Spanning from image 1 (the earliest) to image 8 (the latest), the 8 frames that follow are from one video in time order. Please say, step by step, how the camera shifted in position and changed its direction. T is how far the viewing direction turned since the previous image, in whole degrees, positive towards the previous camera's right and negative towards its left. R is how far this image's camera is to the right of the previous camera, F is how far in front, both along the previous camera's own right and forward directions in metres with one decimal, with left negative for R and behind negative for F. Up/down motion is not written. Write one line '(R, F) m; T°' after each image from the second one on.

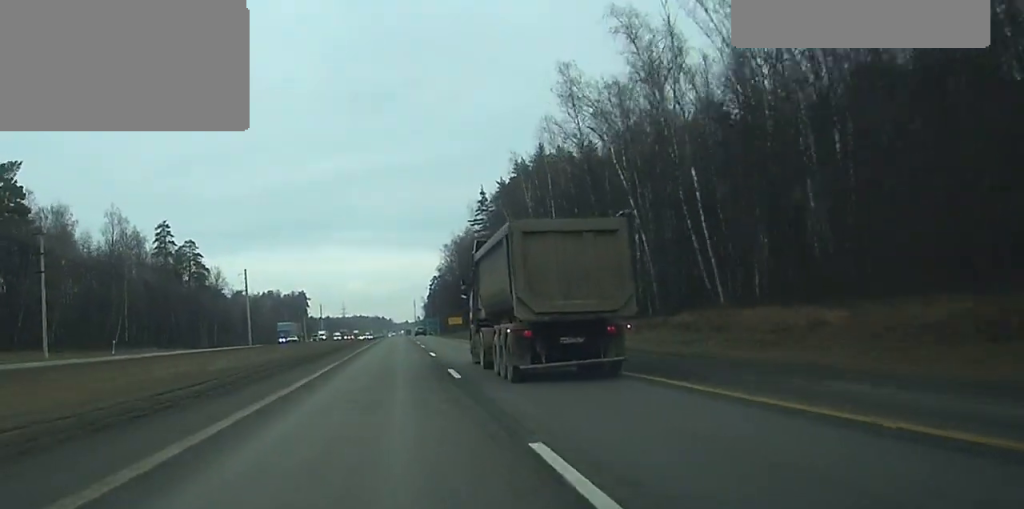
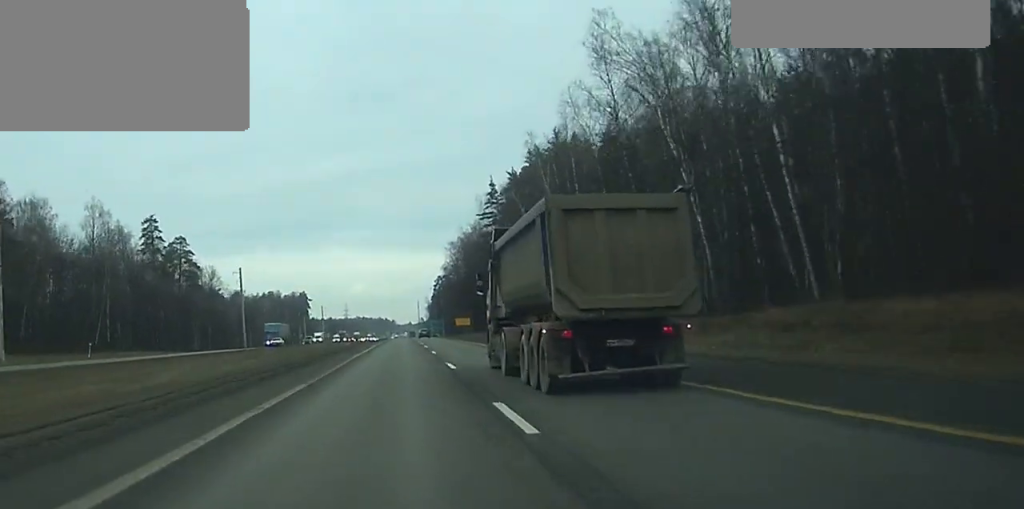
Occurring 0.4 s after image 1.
(0.0, +11.2) m; 0°
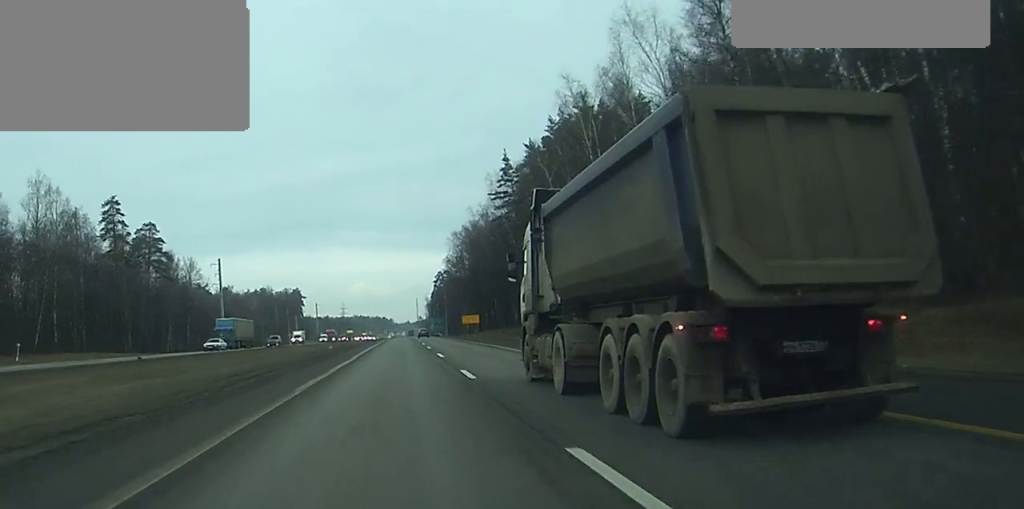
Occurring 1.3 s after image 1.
(0.0, +21.6) m; 0°
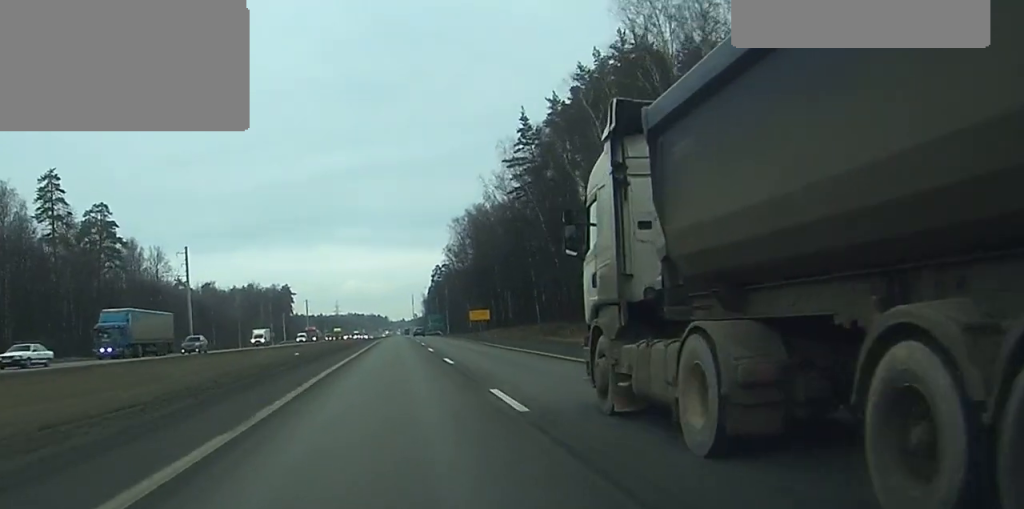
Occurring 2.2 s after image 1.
(+0.1, +24.2) m; 0°
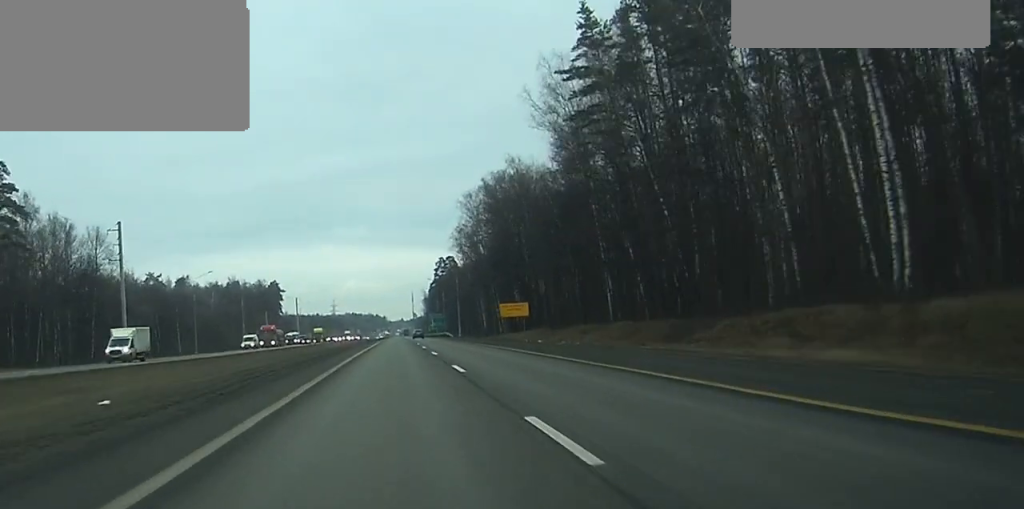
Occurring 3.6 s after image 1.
(+0.2, +37.0) m; 0°
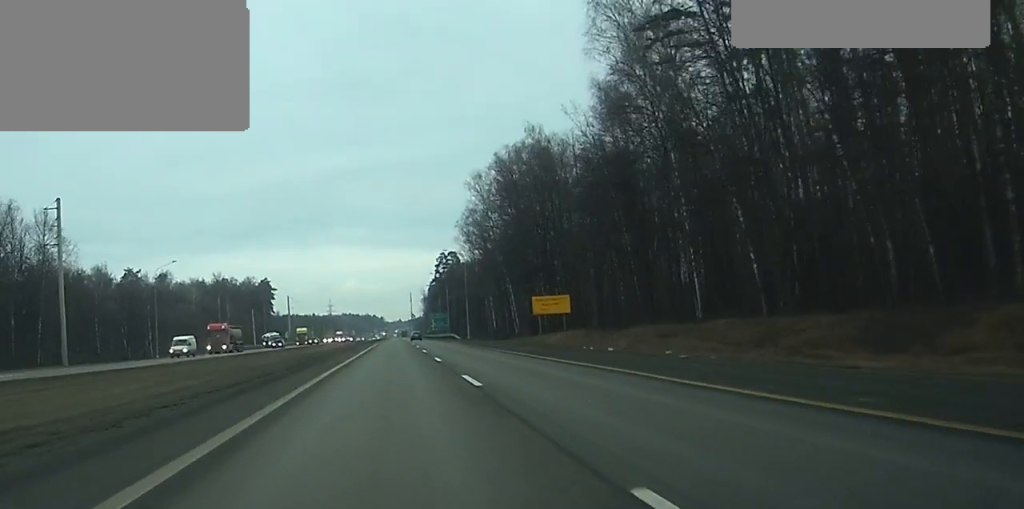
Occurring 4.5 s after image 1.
(0.0, +21.5) m; 0°
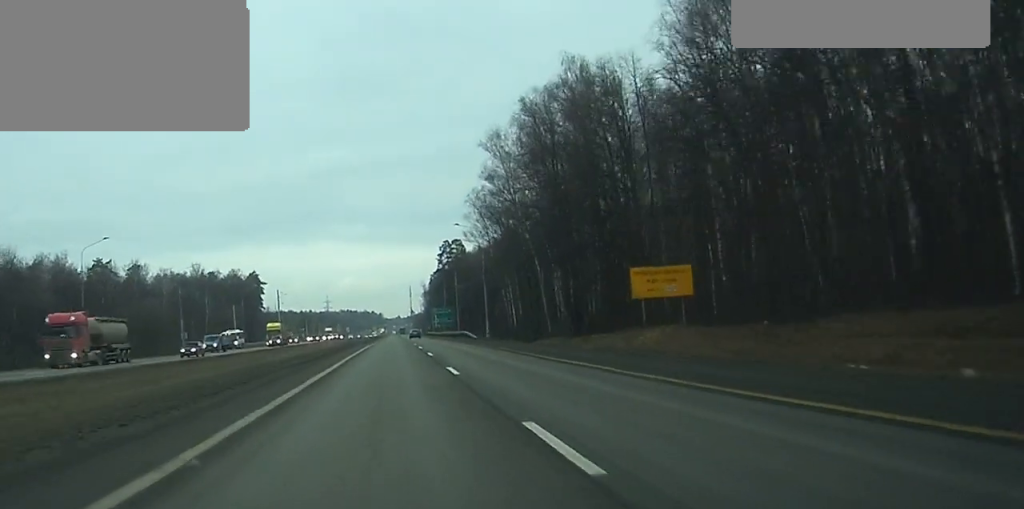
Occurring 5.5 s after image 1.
(-0.1, +27.5) m; 0°
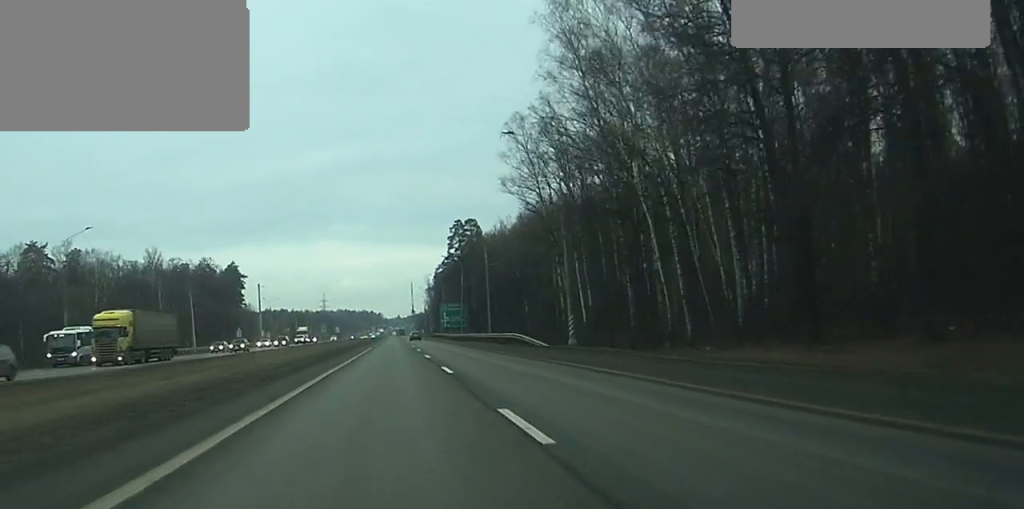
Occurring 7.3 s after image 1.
(-0.2, +46.5) m; 0°
